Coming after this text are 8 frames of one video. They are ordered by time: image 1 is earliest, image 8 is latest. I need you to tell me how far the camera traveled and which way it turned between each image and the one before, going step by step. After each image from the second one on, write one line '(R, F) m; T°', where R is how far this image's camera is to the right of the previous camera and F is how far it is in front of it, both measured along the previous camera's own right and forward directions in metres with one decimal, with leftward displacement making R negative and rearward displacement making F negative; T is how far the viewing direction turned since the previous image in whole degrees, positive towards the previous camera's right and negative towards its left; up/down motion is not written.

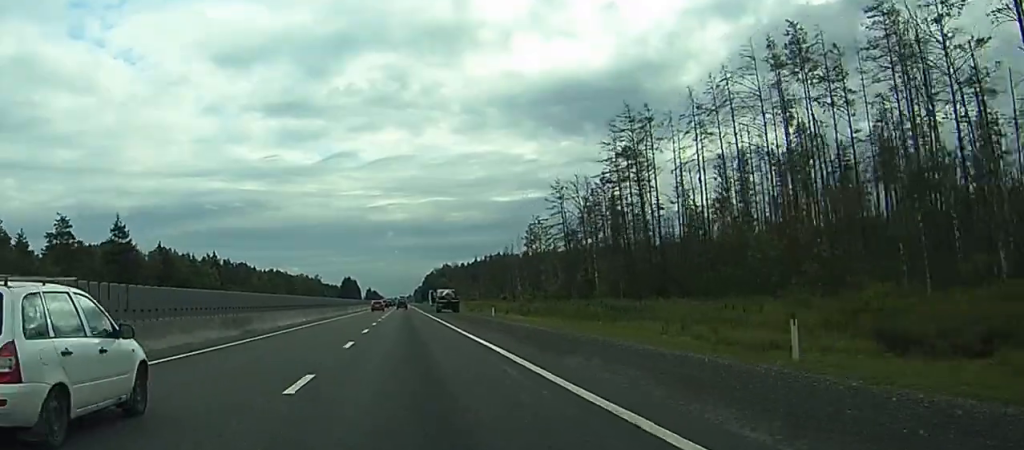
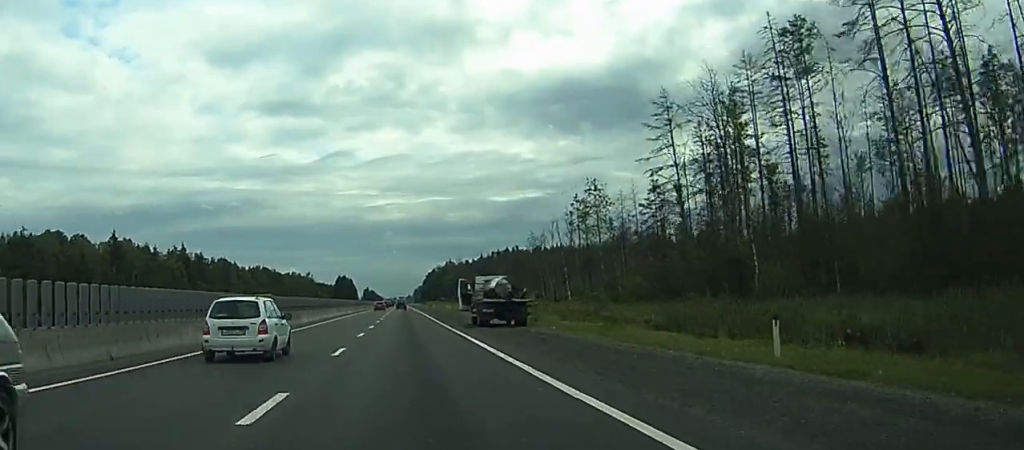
(+0.2, +50.4) m; 0°
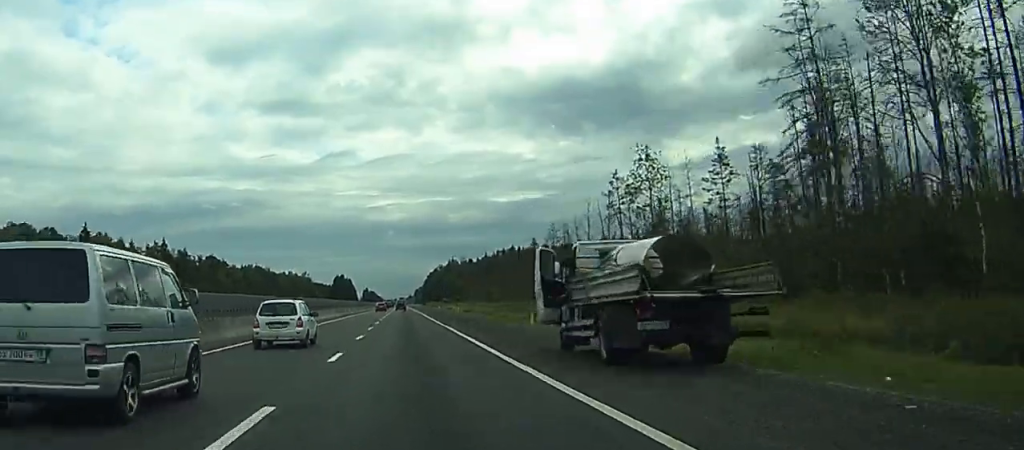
(-0.1, +25.5) m; 0°
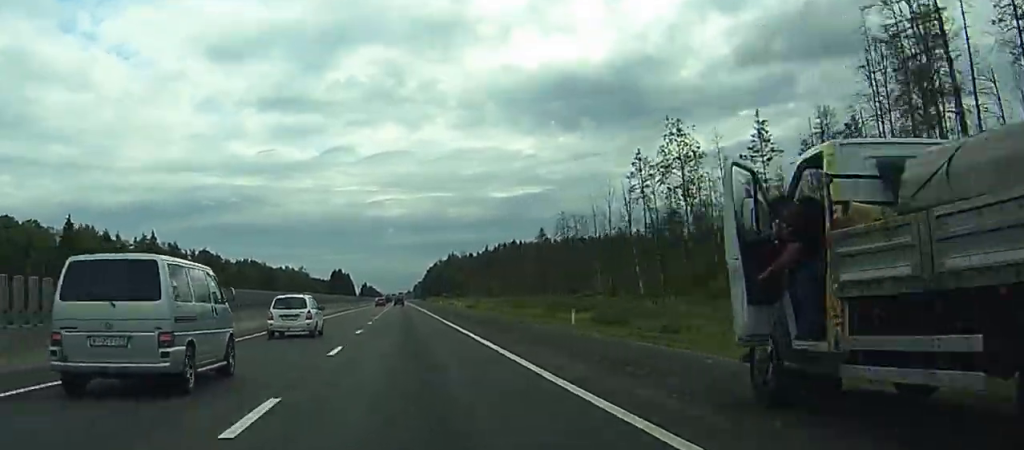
(0.0, +11.5) m; 0°
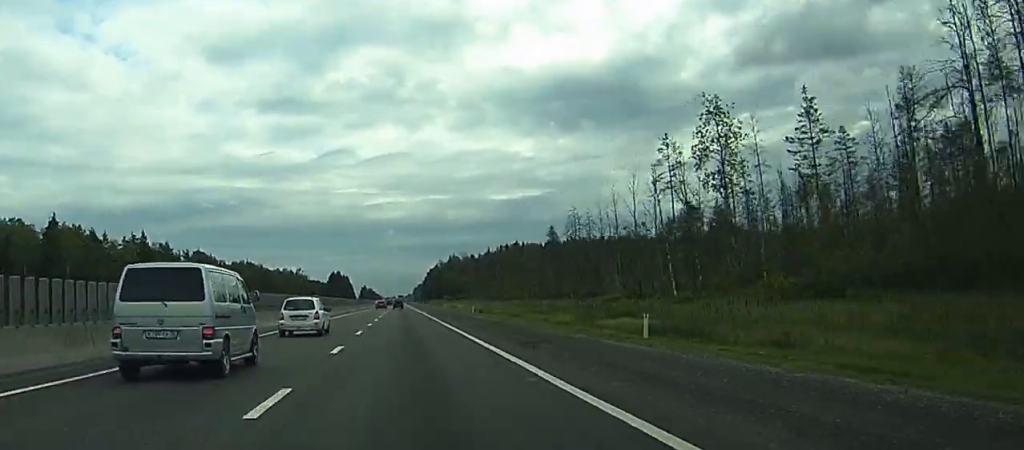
(+0.1, +10.6) m; 0°
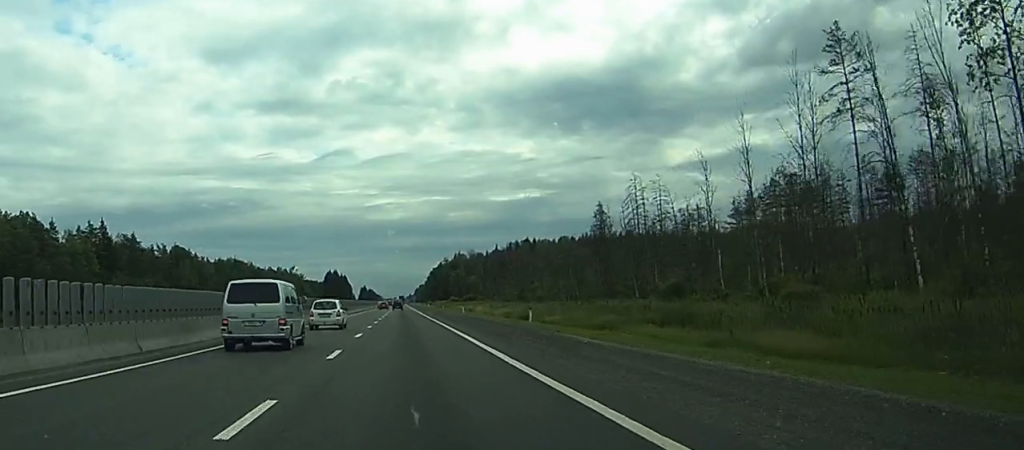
(-0.2, +37.2) m; -1°
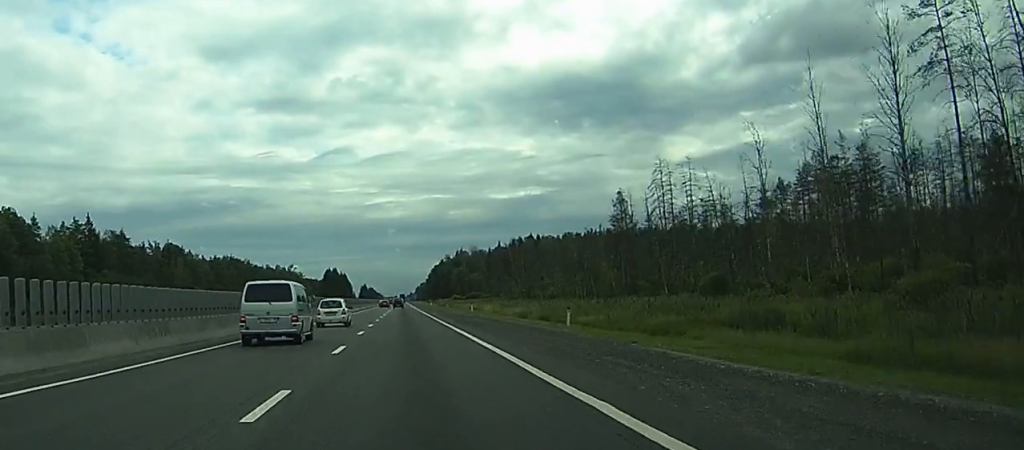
(0.0, +10.7) m; 0°
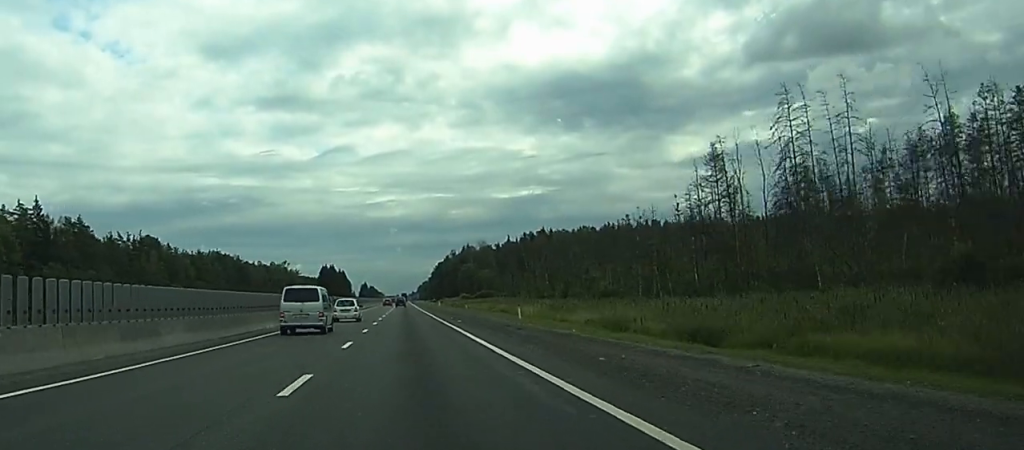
(0.0, +33.0) m; 0°
